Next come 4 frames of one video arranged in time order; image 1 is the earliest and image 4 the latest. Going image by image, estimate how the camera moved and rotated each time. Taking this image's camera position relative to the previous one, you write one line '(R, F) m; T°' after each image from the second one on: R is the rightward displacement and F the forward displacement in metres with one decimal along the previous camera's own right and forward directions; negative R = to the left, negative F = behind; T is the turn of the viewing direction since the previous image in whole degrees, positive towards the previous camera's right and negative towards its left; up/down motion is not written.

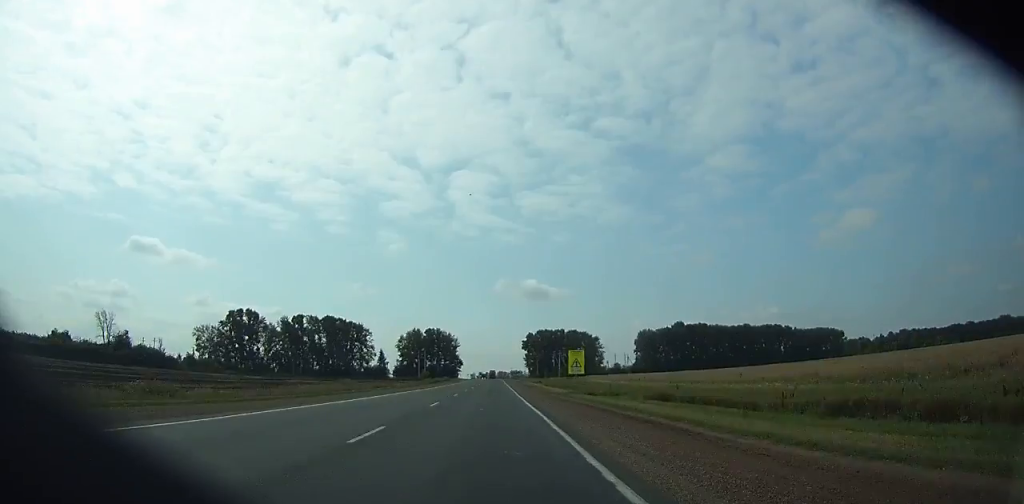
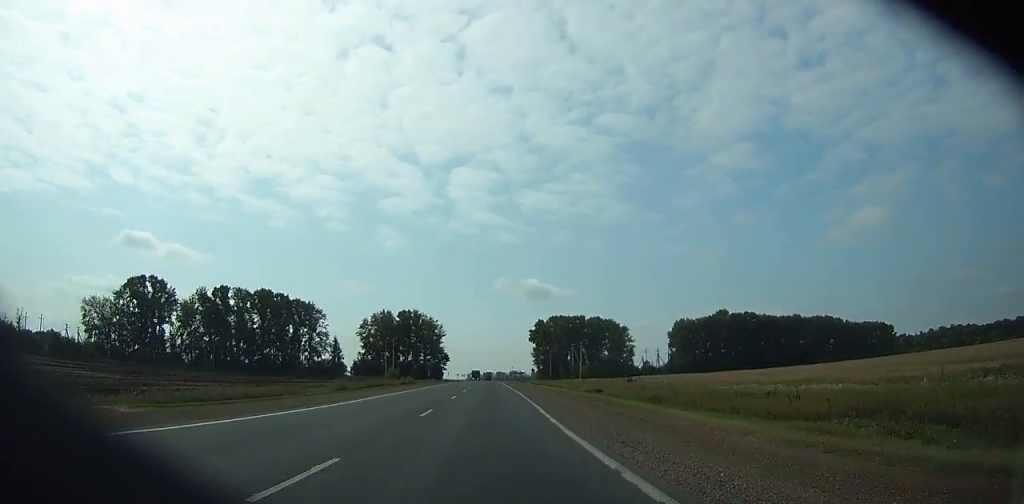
(-0.2, +76.3) m; 0°
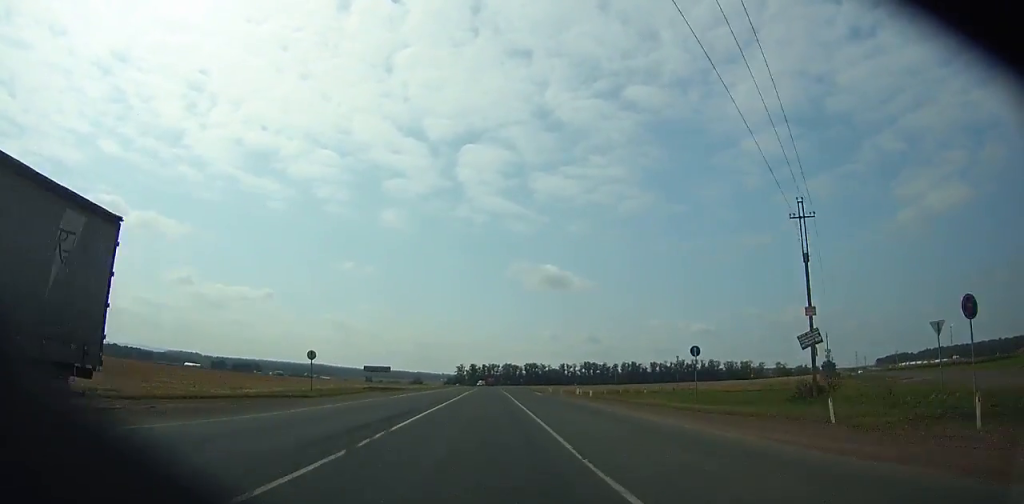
(-0.4, +399.2) m; 0°
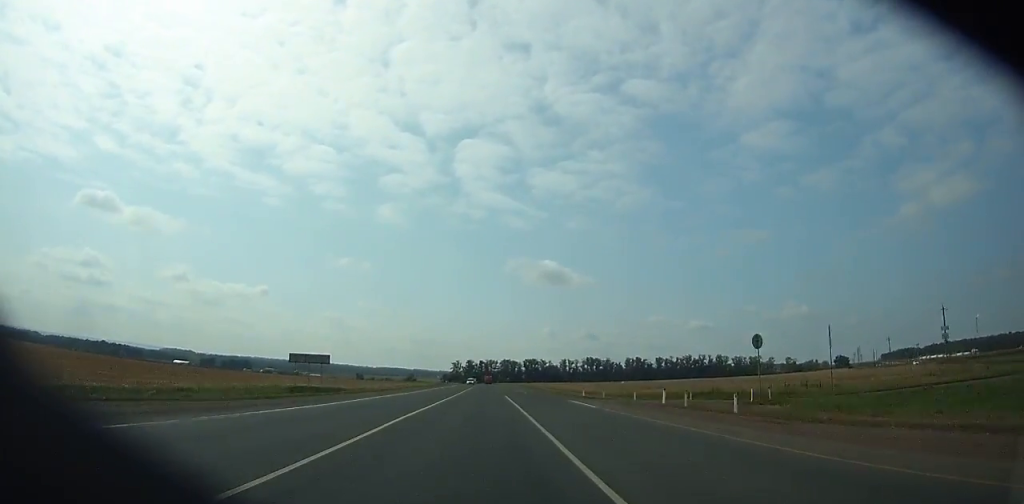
(0.0, +33.2) m; 0°
